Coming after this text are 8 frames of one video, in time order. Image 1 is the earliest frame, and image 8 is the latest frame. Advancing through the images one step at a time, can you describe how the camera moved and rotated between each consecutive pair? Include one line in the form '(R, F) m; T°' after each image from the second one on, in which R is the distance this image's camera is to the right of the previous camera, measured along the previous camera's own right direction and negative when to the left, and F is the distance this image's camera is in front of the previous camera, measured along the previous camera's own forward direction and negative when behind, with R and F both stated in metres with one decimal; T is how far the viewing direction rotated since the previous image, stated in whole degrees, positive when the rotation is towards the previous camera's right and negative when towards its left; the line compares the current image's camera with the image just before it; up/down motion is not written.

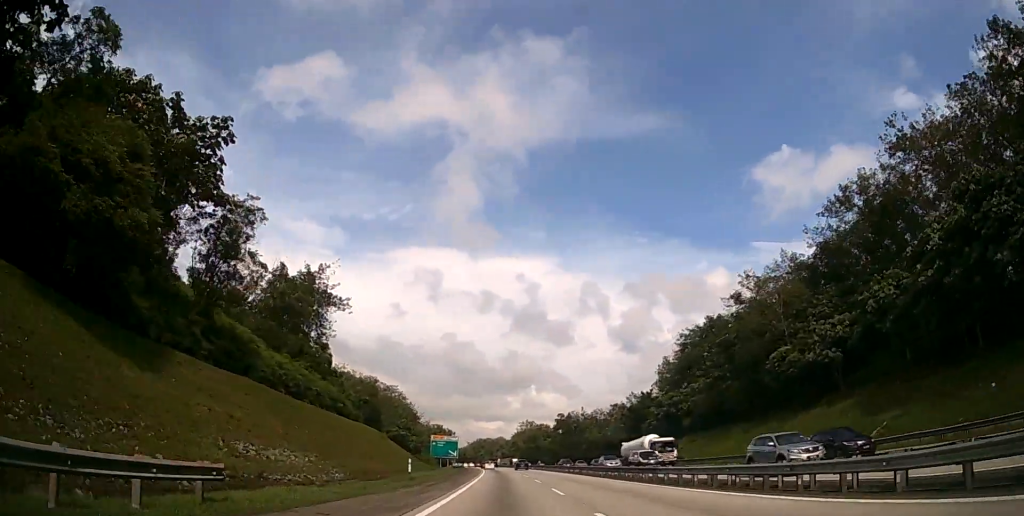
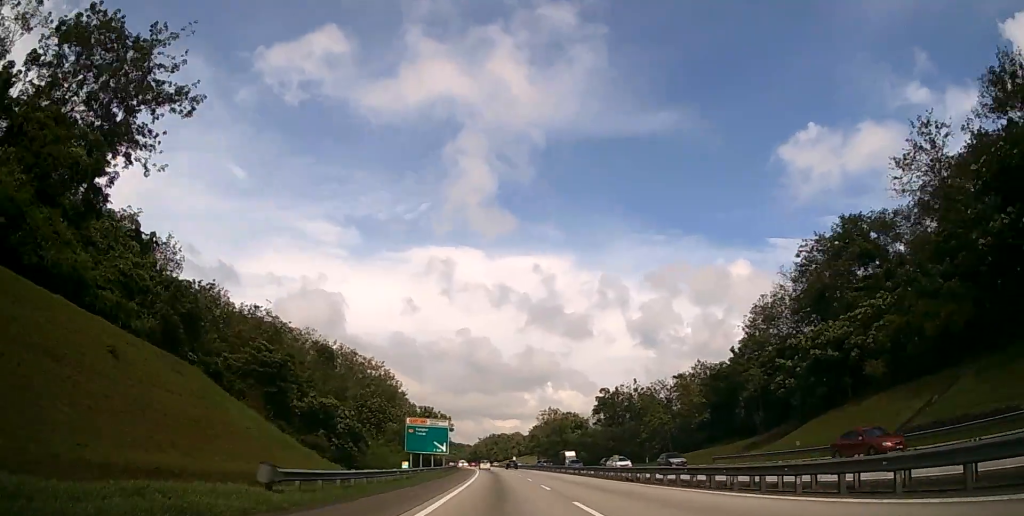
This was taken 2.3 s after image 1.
(-0.9, +56.0) m; -2°
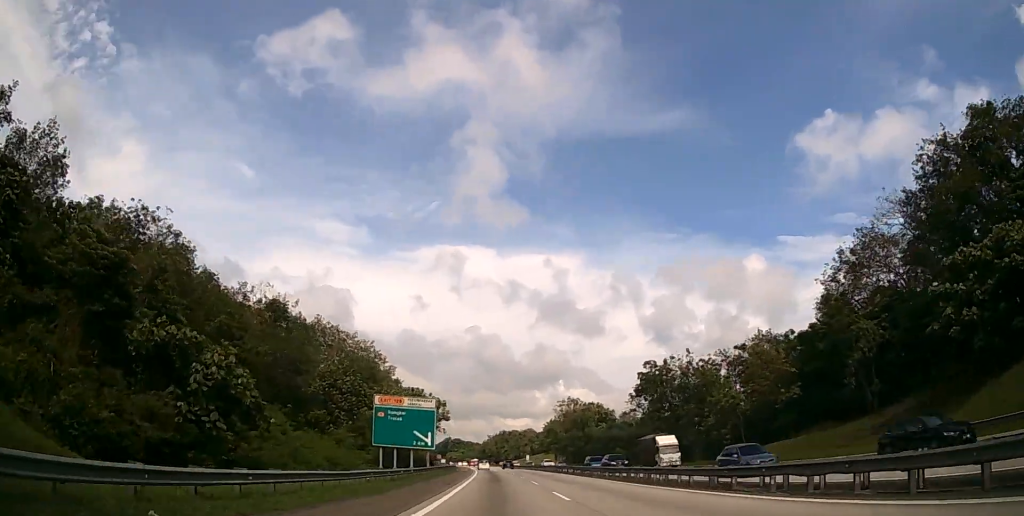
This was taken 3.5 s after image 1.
(-0.4, +30.4) m; -1°
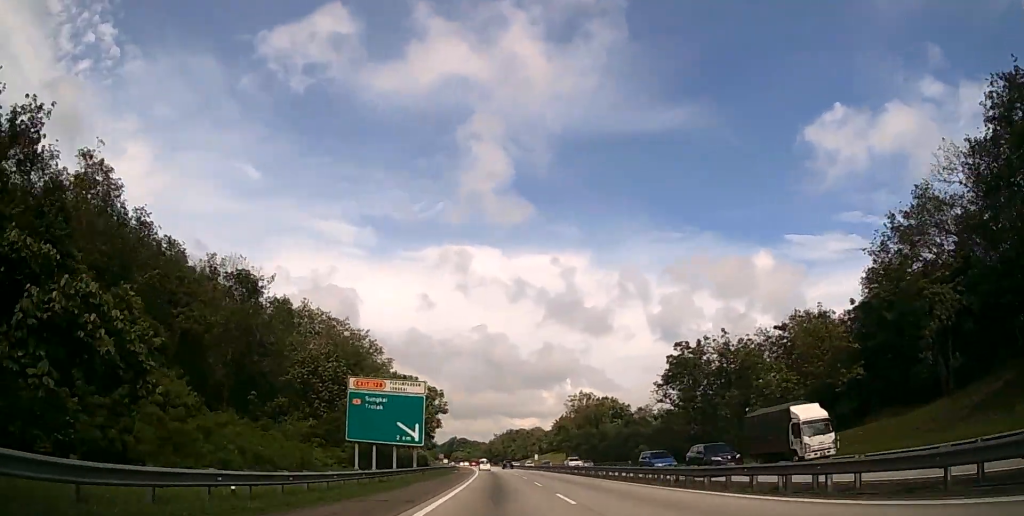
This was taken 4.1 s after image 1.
(0.0, +13.5) m; 0°
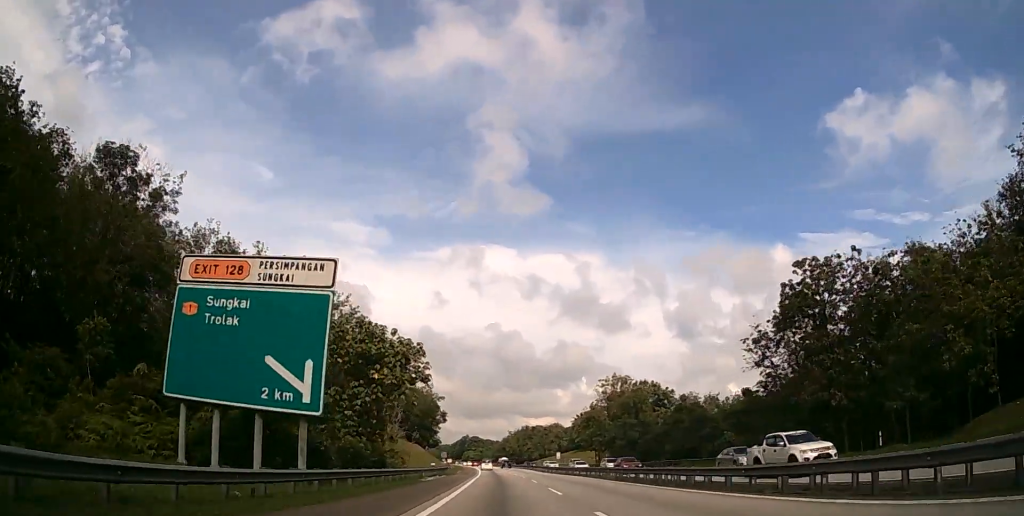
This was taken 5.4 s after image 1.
(-0.3, +31.5) m; -1°
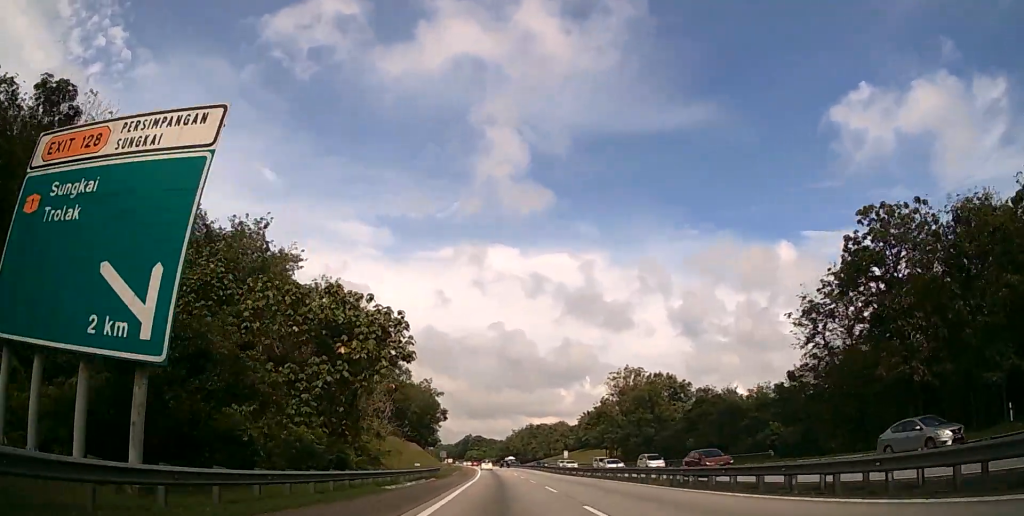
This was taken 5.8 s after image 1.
(-0.1, +10.6) m; 0°
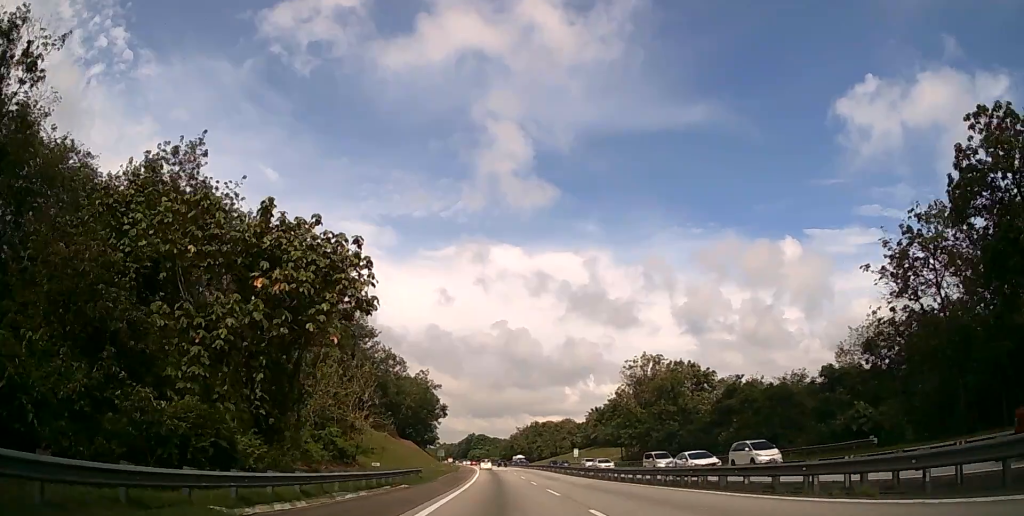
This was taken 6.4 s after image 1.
(0.0, +13.5) m; -1°
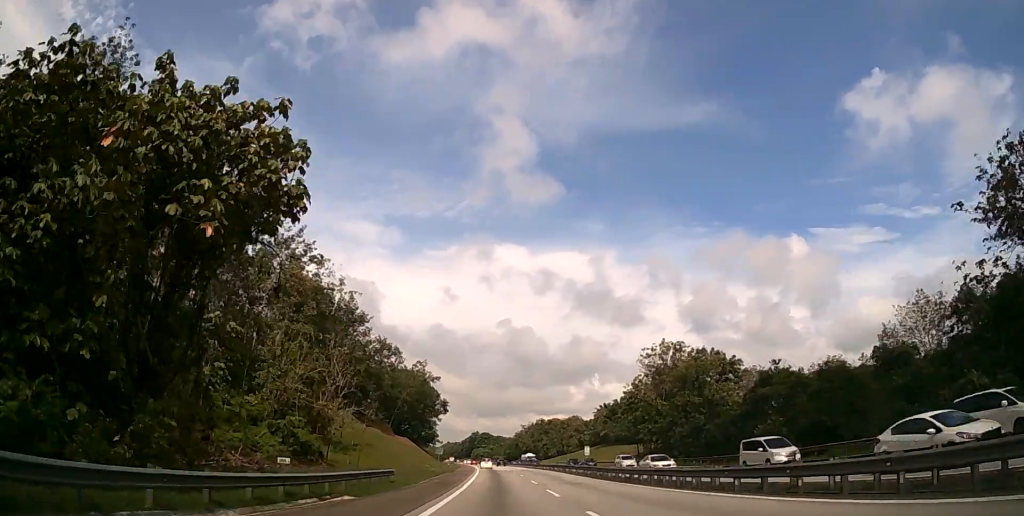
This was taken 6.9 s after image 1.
(-0.1, +11.4) m; 0°
